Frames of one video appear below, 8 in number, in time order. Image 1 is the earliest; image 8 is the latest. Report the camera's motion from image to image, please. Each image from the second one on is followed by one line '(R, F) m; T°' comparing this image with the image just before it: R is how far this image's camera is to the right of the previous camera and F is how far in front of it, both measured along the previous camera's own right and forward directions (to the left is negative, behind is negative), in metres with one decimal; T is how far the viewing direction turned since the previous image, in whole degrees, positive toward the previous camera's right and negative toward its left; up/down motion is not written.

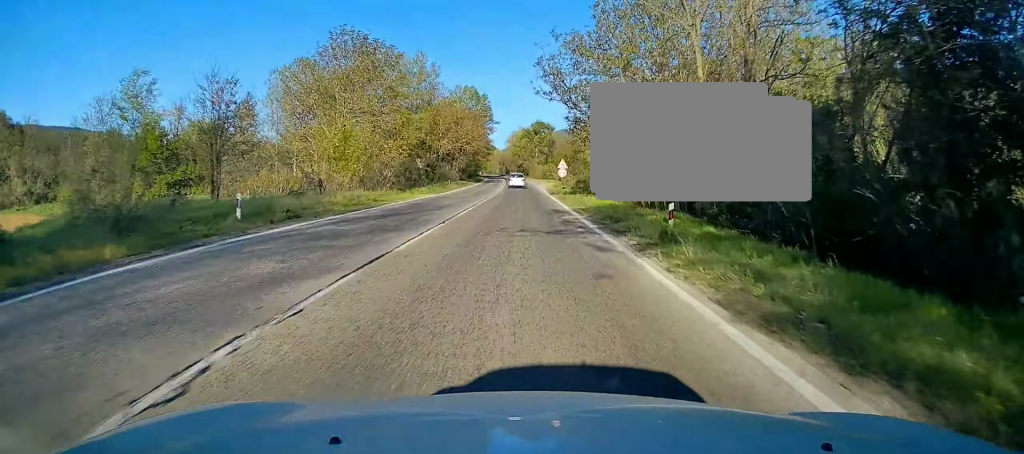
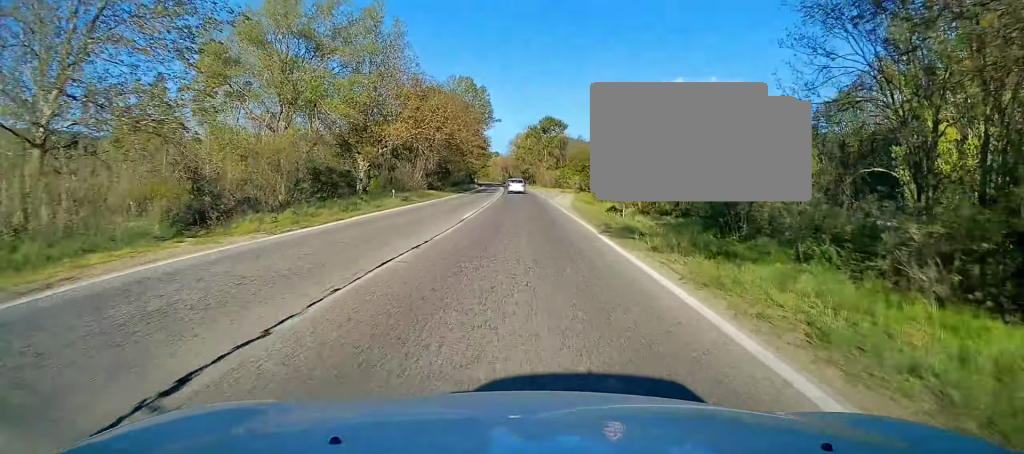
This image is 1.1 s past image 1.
(0.0, +33.3) m; 0°
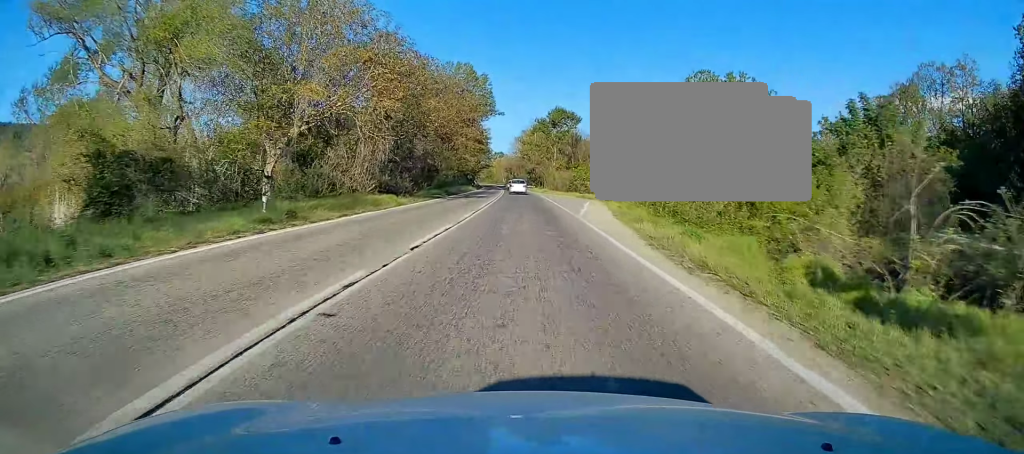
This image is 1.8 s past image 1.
(+0.1, +20.9) m; 0°
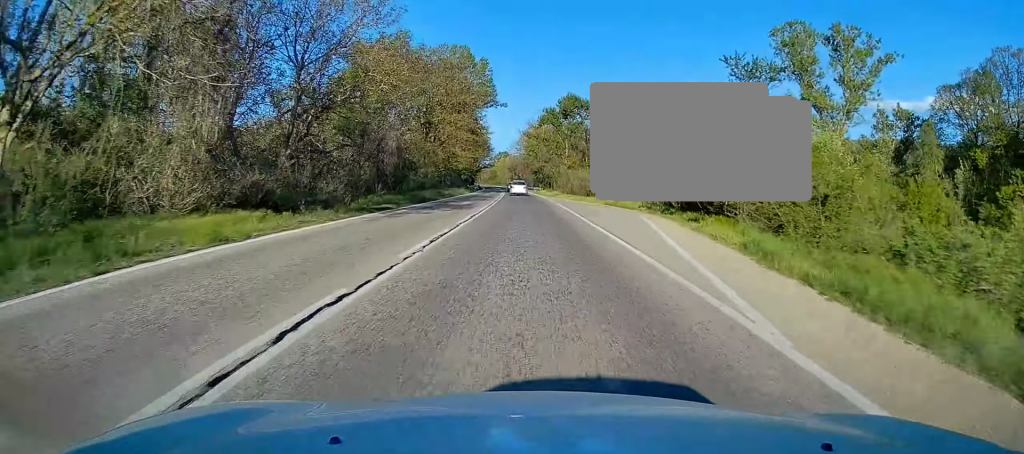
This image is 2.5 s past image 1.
(0.0, +19.9) m; 0°
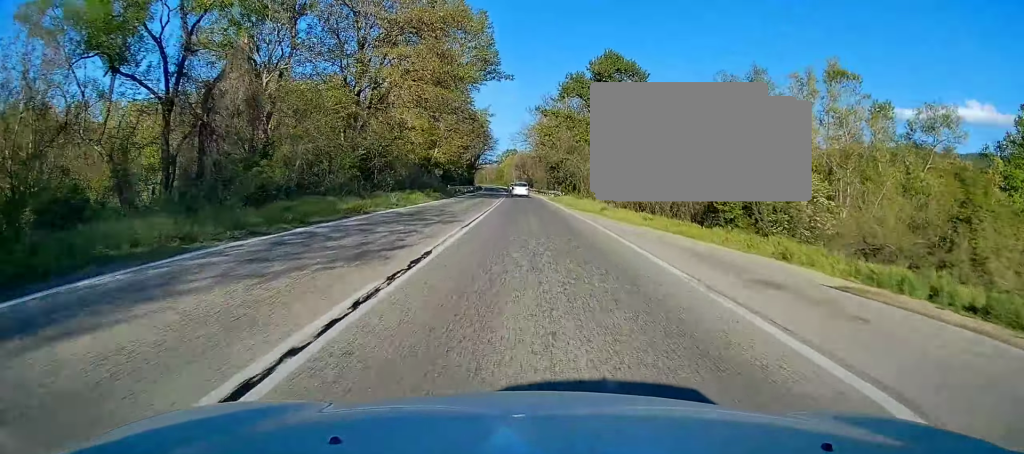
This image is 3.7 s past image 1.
(-0.3, +35.6) m; -1°
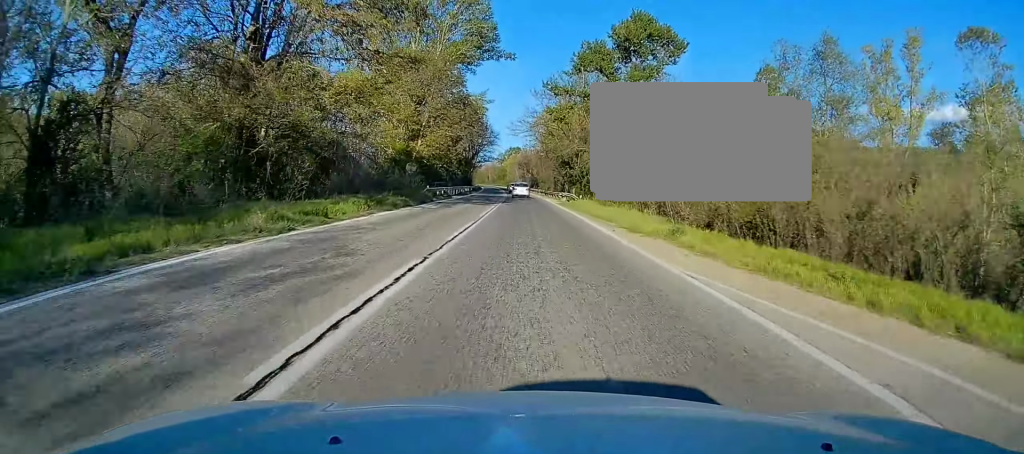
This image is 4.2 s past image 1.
(0.0, +15.8) m; -1°
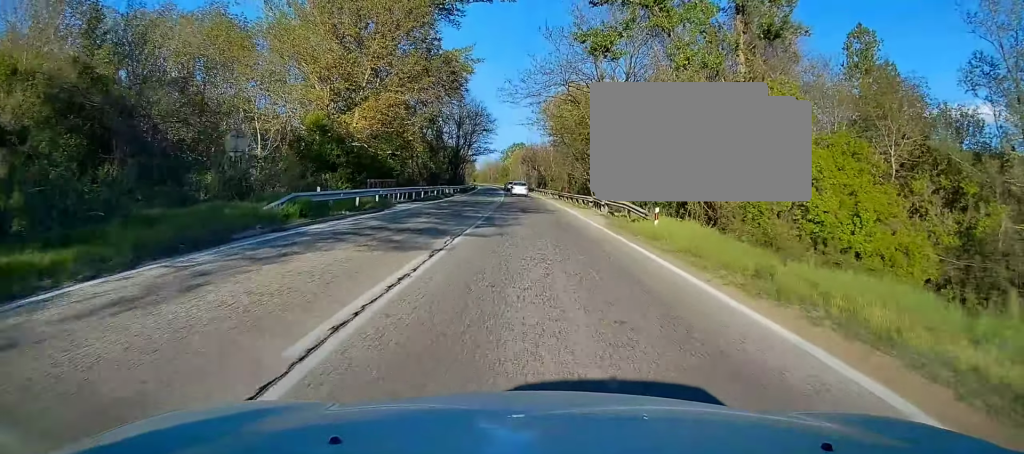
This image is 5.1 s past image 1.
(-0.5, +26.8) m; 0°
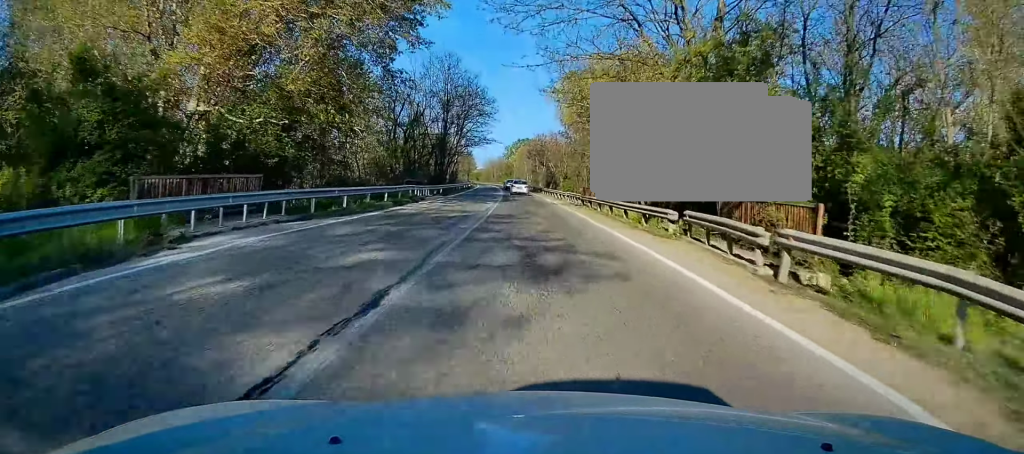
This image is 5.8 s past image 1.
(+0.3, +20.9) m; 0°
